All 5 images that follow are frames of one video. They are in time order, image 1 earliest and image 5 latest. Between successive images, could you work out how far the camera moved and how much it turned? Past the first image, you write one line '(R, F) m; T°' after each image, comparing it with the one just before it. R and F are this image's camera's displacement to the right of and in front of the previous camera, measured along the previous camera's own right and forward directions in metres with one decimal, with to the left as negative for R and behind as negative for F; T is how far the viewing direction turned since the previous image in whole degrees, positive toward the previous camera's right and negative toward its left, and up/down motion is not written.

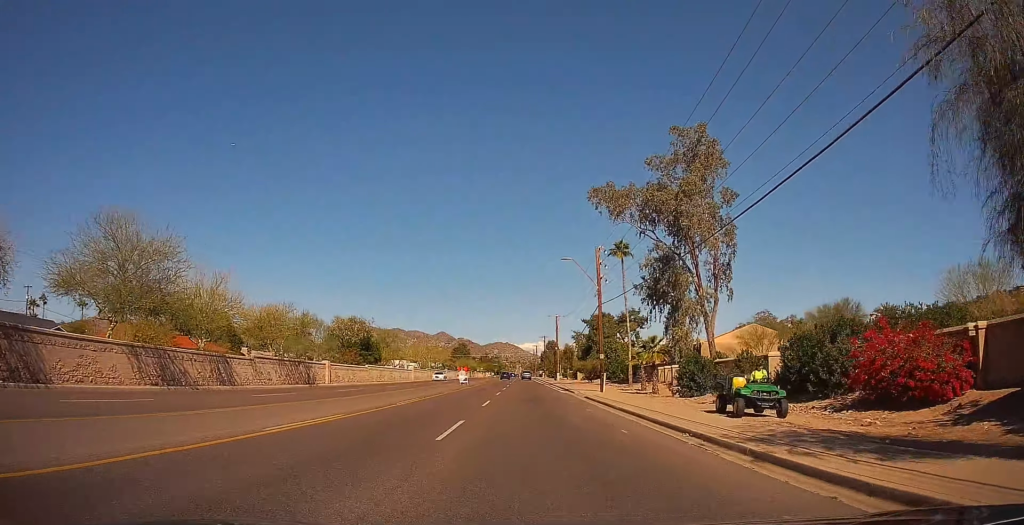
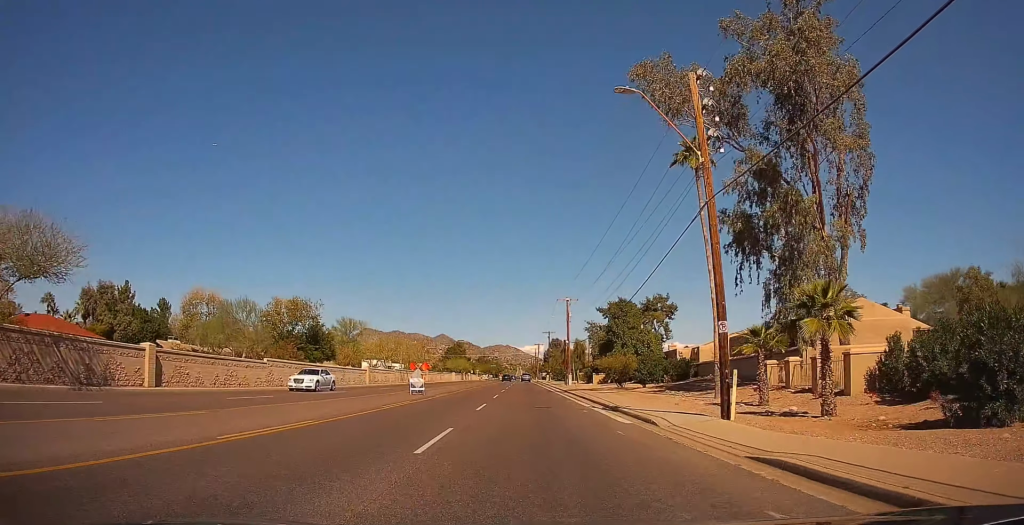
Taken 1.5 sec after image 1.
(-0.3, +26.5) m; -1°
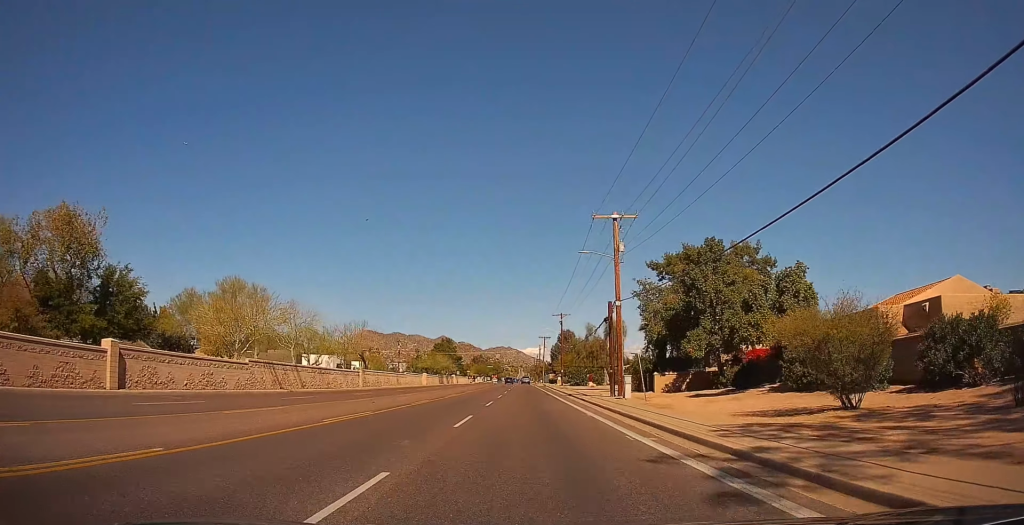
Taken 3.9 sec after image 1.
(+0.9, +43.3) m; +1°
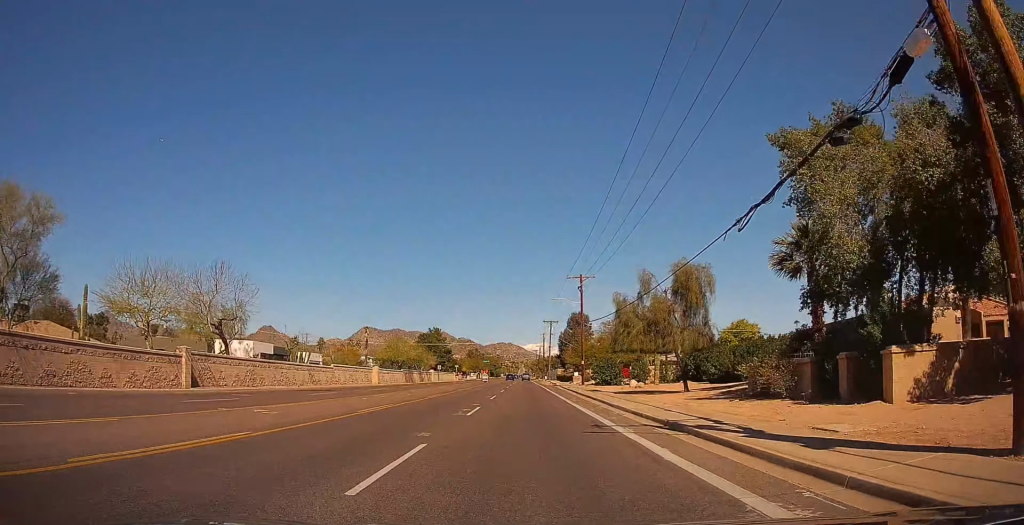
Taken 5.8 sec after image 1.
(-0.5, +34.0) m; 0°
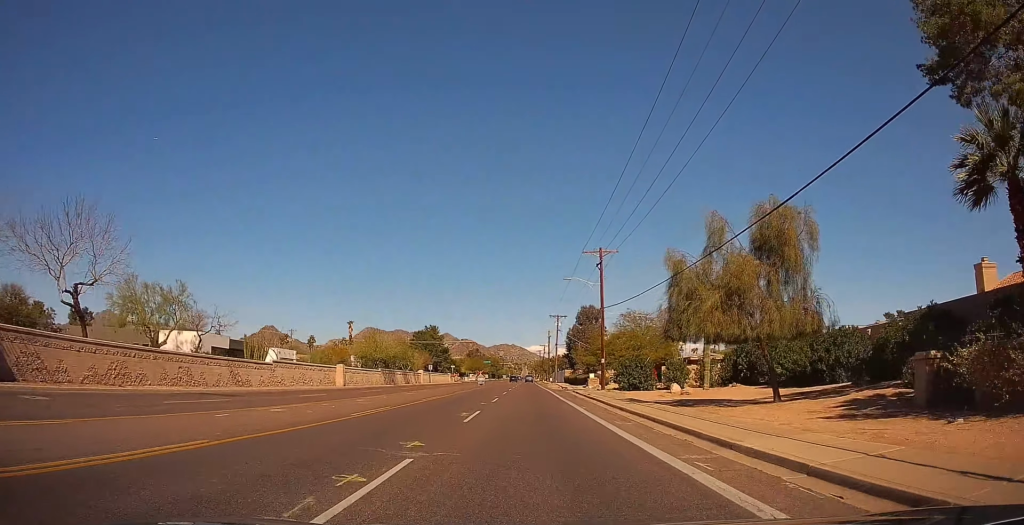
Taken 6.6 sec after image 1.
(0.0, +14.2) m; +1°
